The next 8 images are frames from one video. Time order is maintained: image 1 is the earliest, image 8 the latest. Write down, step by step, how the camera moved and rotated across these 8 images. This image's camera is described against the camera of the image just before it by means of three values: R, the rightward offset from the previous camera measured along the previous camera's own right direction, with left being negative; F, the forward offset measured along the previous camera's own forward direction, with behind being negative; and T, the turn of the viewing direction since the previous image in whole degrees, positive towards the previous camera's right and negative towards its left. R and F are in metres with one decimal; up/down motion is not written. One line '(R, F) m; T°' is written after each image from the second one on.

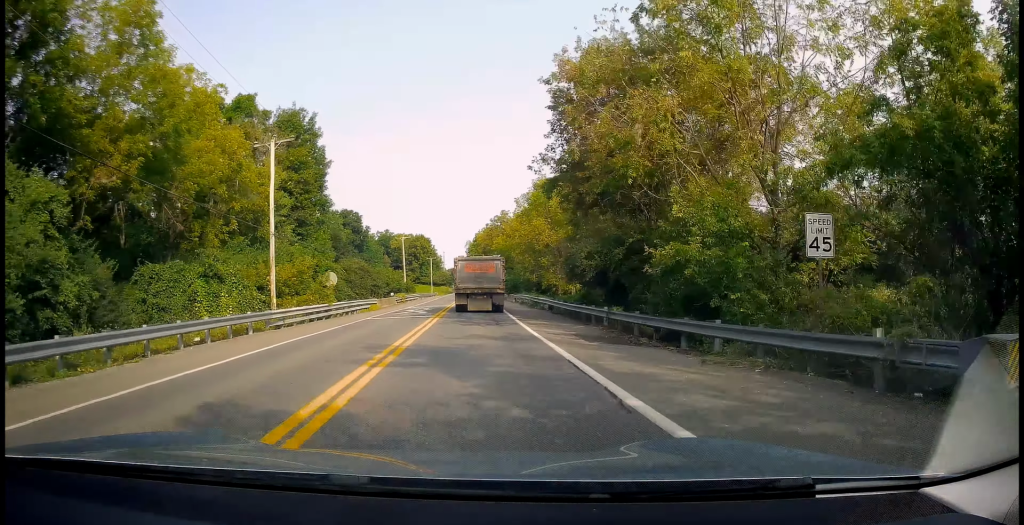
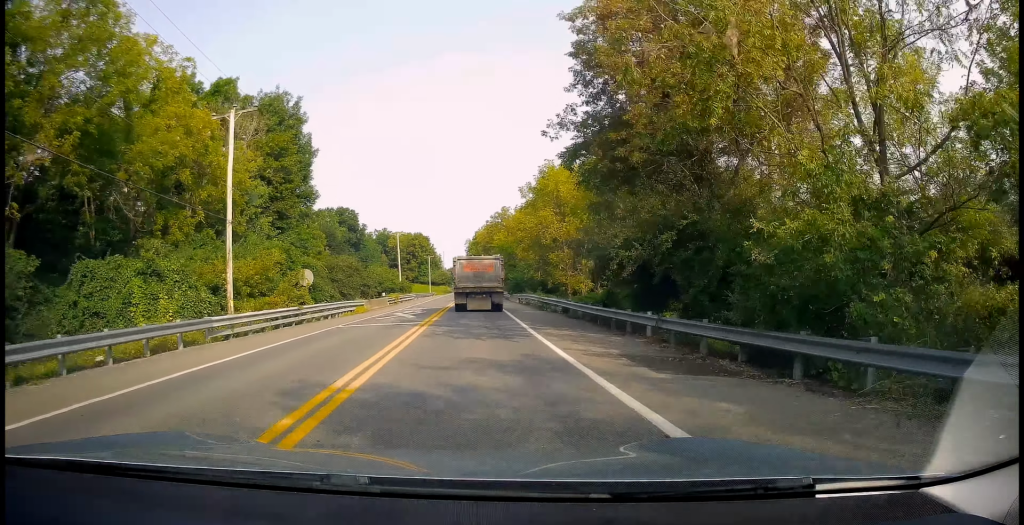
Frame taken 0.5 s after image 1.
(0.0, +5.8) m; 0°
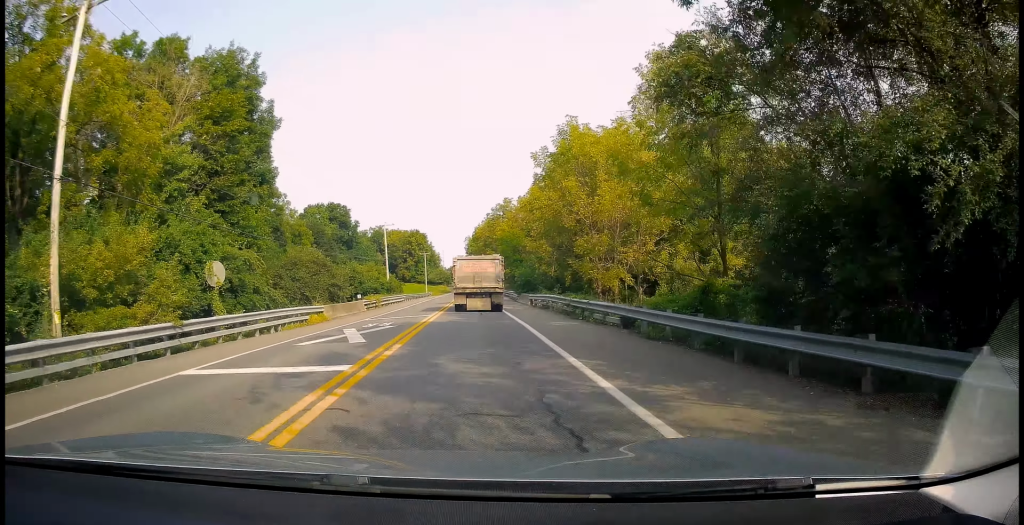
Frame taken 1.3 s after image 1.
(0.0, +11.4) m; 0°
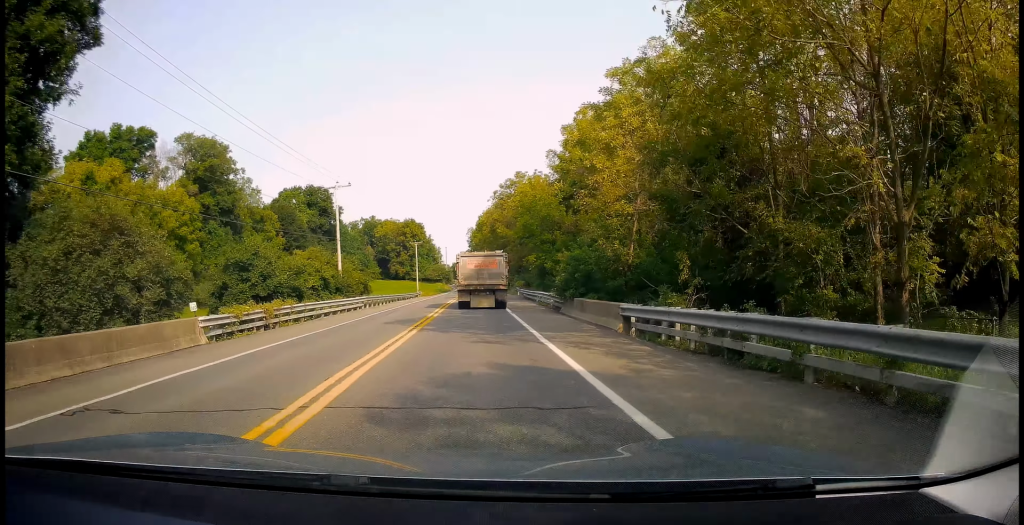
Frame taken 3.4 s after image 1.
(-0.4, +27.5) m; -2°
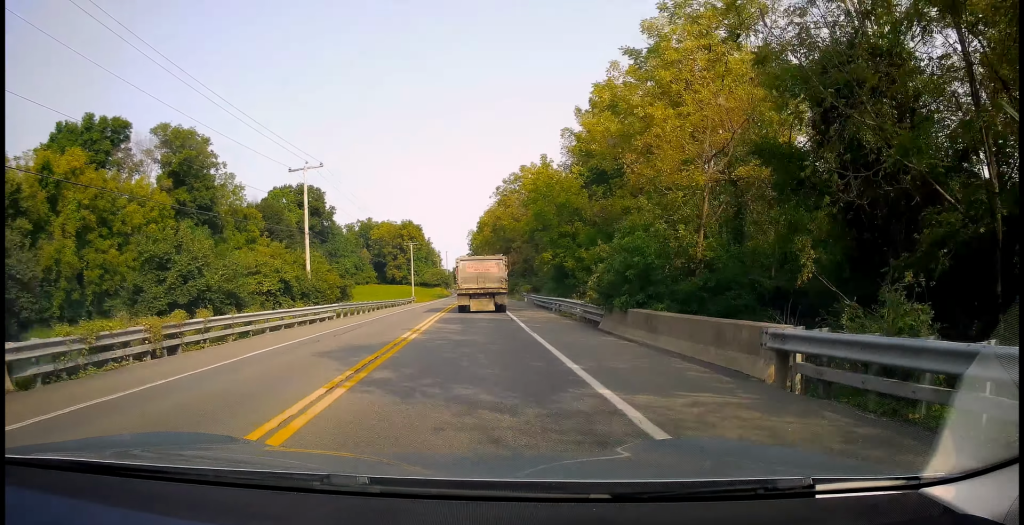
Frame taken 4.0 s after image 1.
(-0.1, +8.9) m; -1°
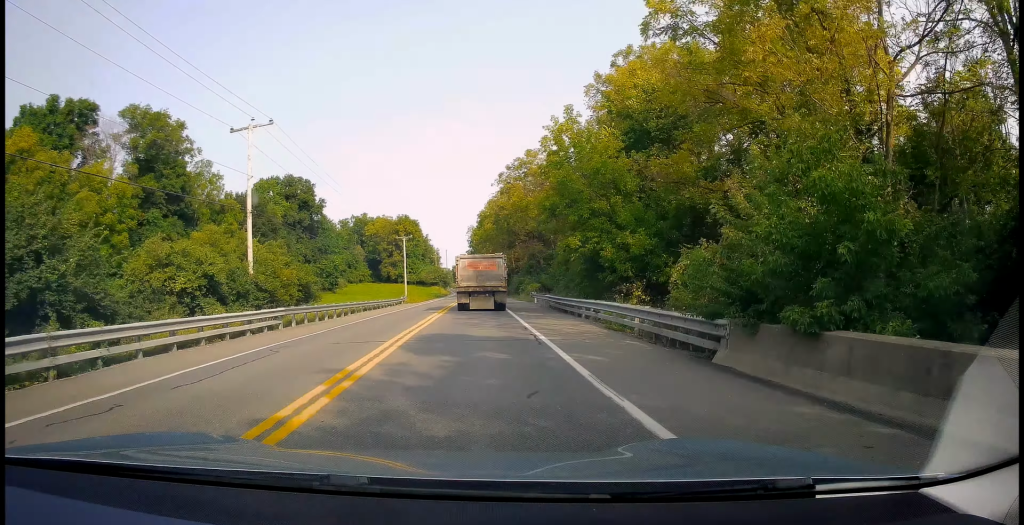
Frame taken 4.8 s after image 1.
(0.0, +10.0) m; 0°
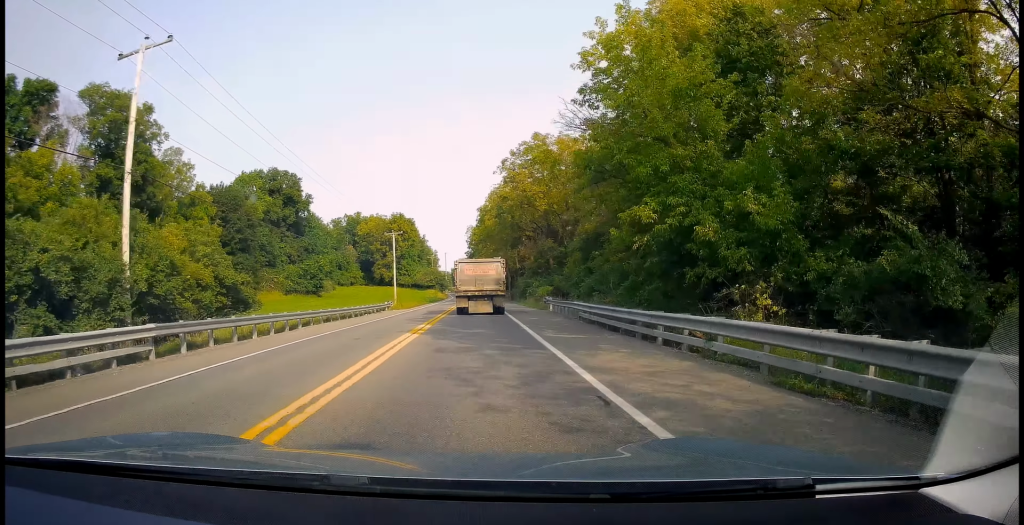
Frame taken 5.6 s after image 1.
(0.0, +10.6) m; +2°
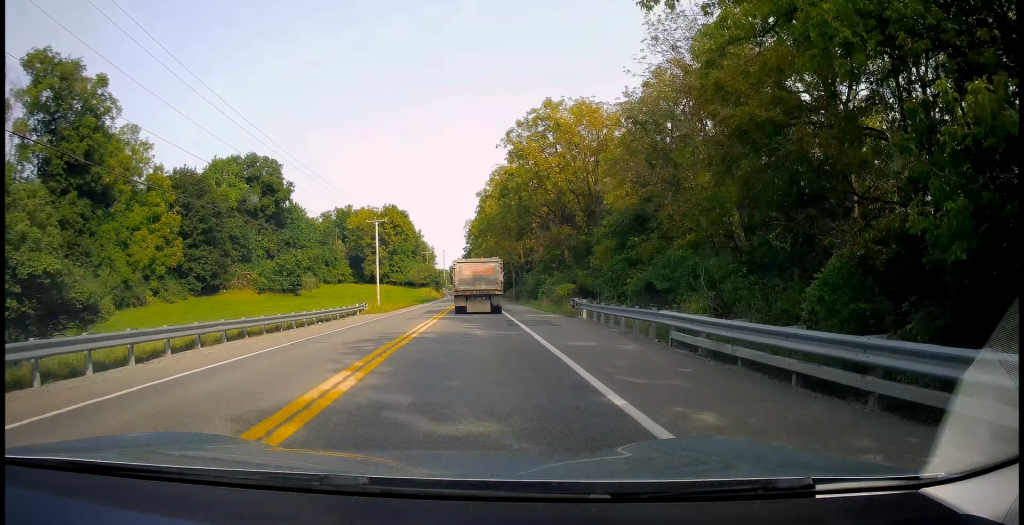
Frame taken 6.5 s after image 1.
(+0.3, +12.3) m; +1°
